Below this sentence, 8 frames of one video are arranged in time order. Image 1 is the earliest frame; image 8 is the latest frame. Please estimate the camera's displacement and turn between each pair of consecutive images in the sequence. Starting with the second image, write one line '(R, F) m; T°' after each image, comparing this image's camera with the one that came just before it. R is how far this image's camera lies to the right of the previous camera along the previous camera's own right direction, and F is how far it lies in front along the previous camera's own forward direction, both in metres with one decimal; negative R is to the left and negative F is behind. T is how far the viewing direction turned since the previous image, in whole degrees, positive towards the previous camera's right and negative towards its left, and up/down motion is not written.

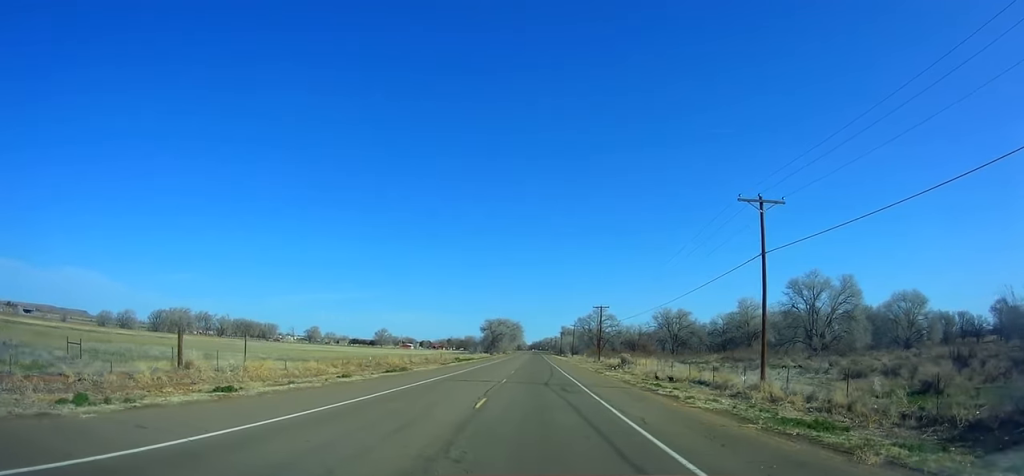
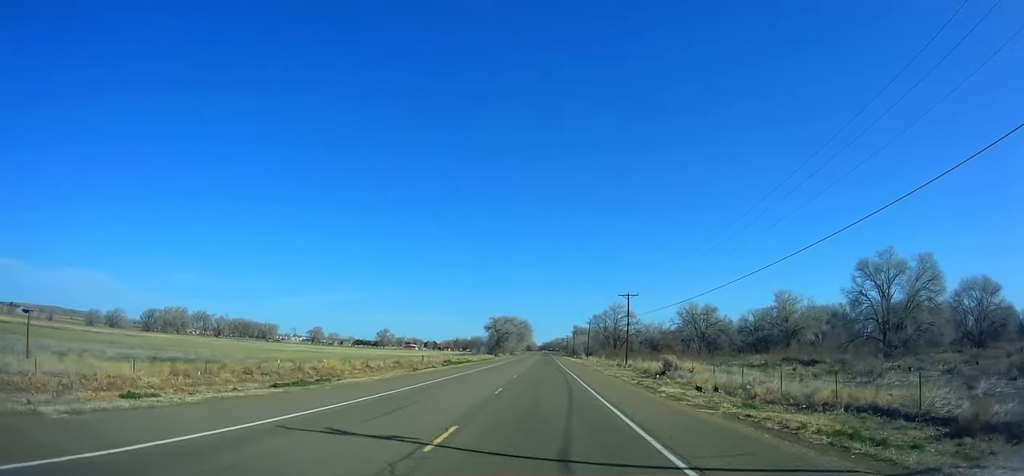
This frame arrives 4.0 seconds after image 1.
(+0.5, +19.1) m; +2°
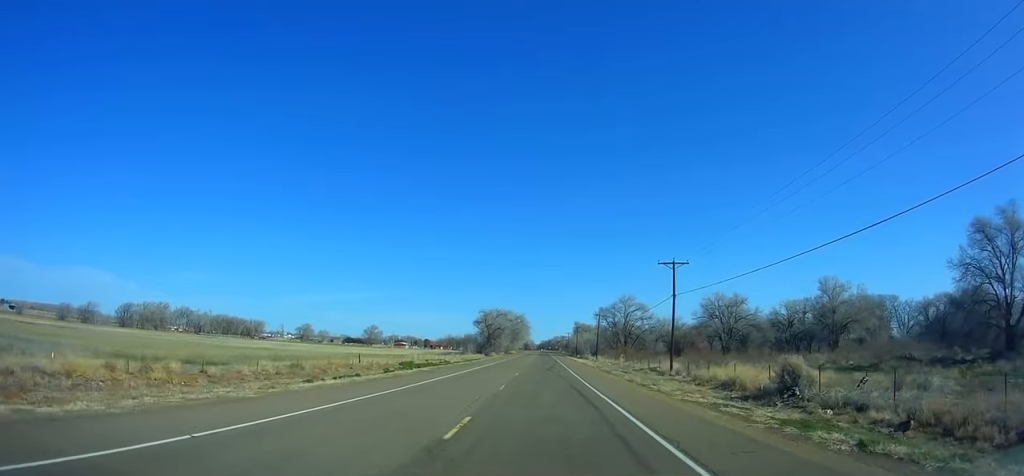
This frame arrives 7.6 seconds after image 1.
(-0.2, +15.8) m; -2°
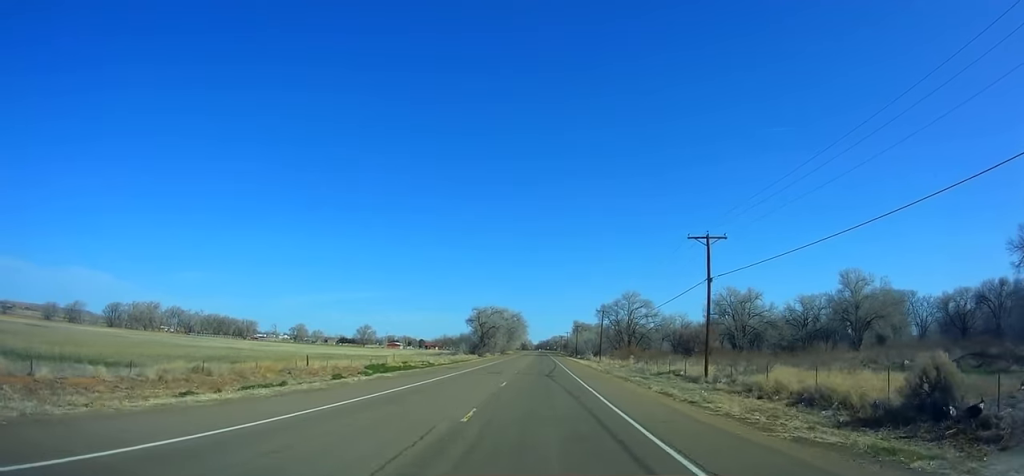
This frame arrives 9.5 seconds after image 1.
(-0.1, +8.0) m; -1°
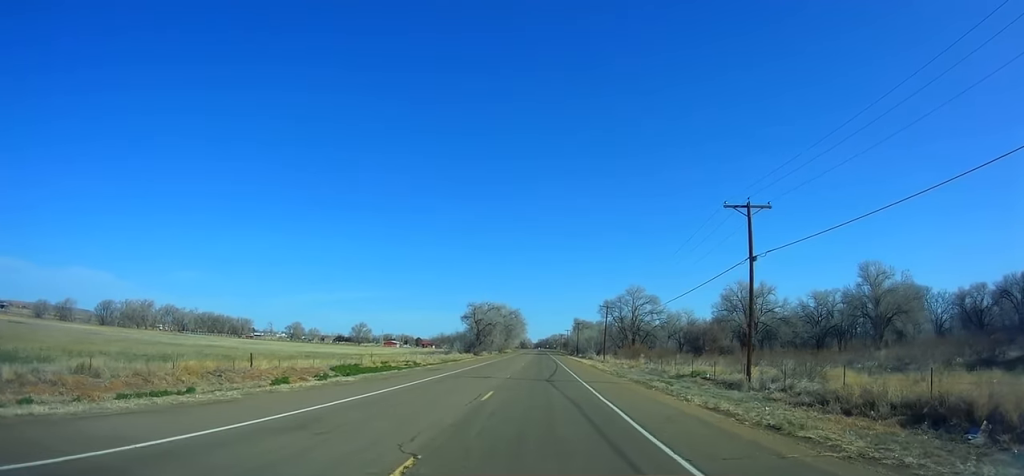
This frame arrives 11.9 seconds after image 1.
(0.0, +10.1) m; 0°
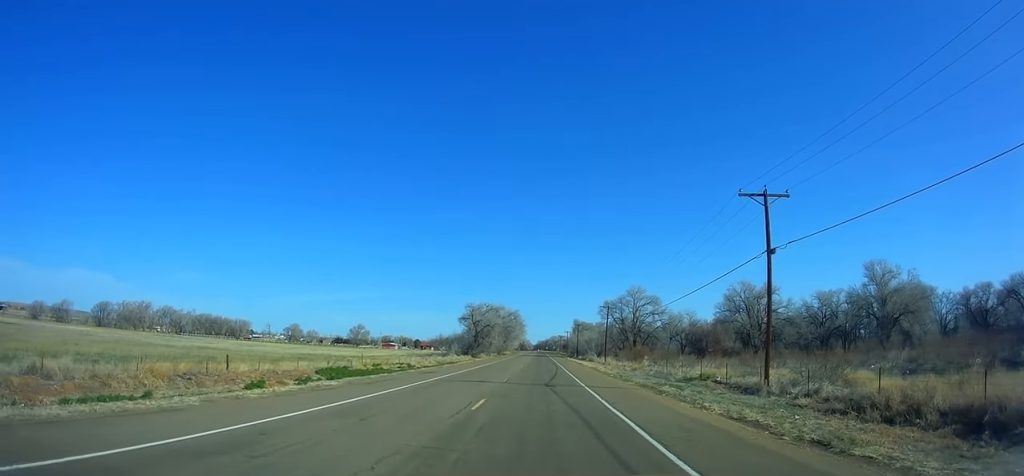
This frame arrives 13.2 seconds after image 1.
(0.0, +5.9) m; 0°
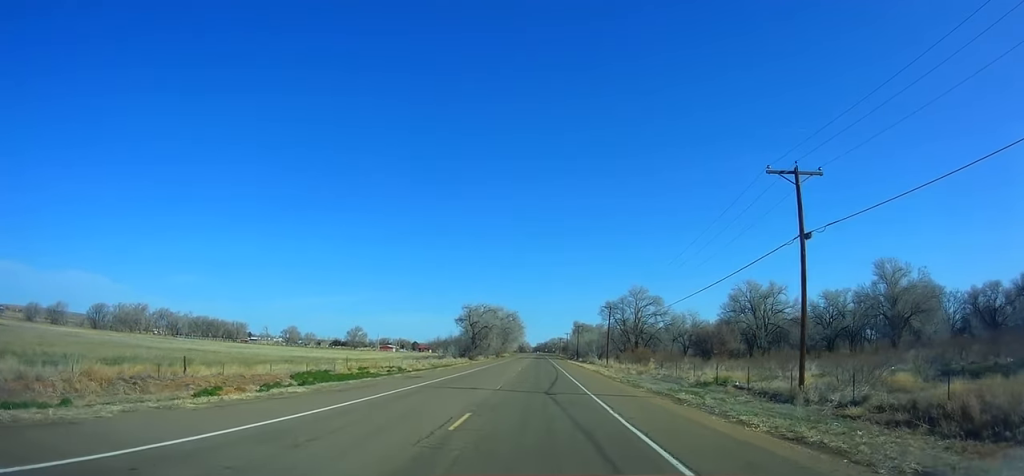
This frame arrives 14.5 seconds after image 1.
(0.0, +6.1) m; 0°
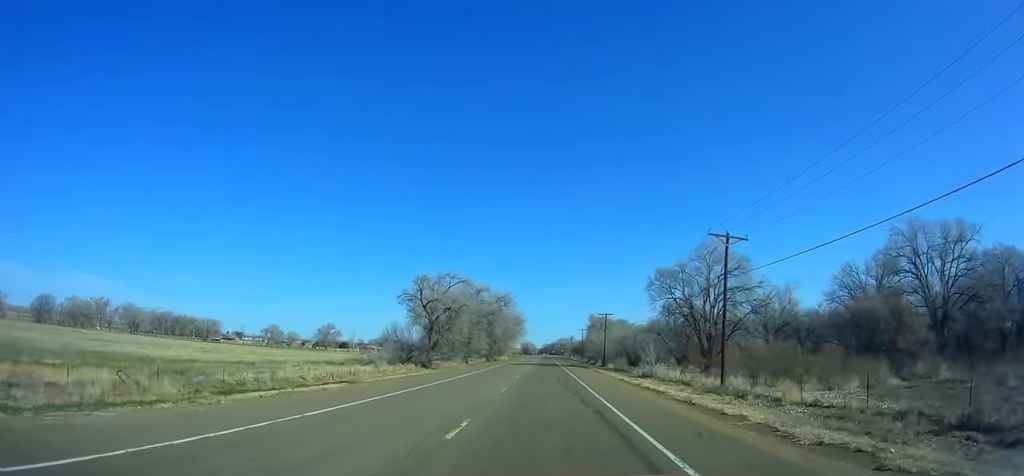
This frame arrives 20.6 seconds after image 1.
(0.0, +48.5) m; 0°
